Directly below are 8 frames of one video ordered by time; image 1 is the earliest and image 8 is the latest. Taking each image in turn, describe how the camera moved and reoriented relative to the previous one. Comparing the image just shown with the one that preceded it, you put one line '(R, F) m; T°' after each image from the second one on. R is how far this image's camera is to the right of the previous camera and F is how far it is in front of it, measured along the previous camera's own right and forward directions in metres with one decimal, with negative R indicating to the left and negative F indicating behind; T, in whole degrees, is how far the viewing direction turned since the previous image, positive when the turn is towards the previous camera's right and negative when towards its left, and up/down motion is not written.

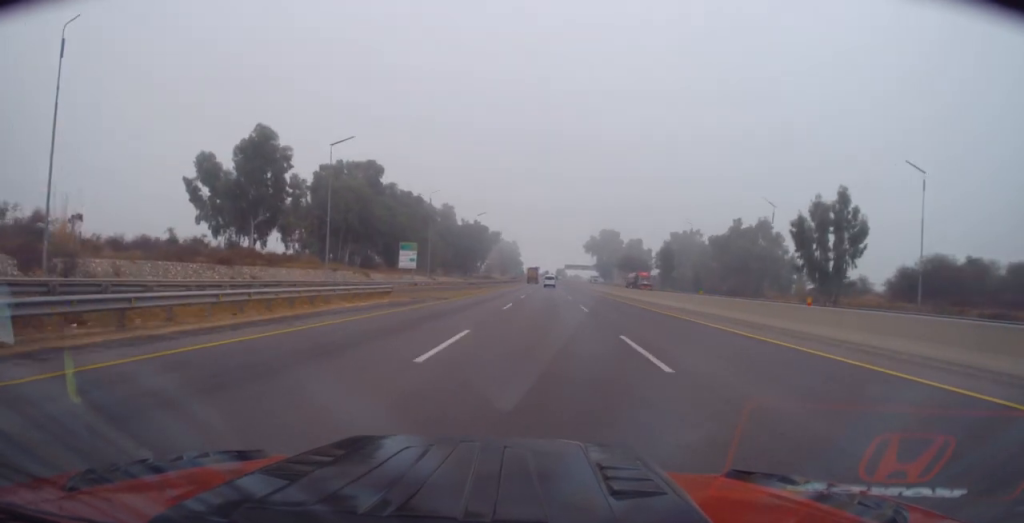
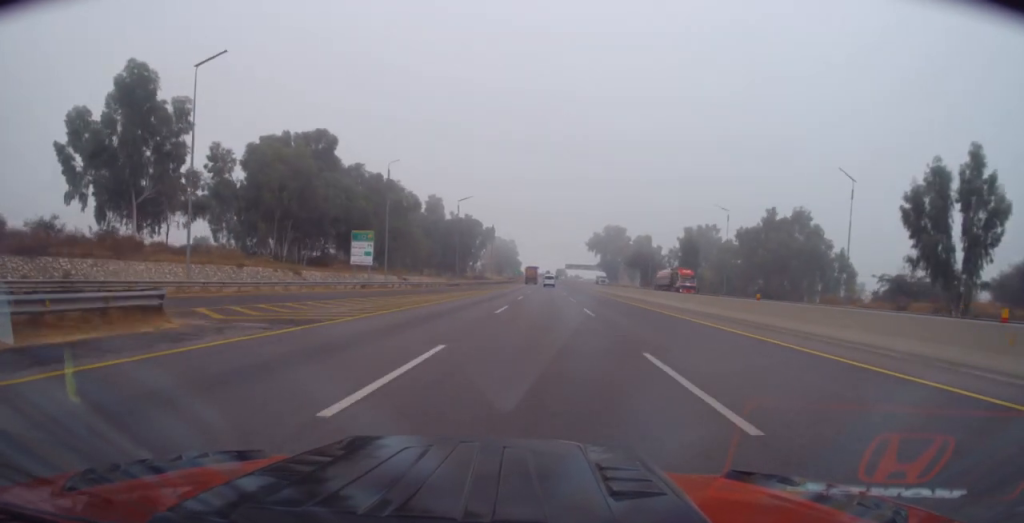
(0.0, +21.8) m; 0°
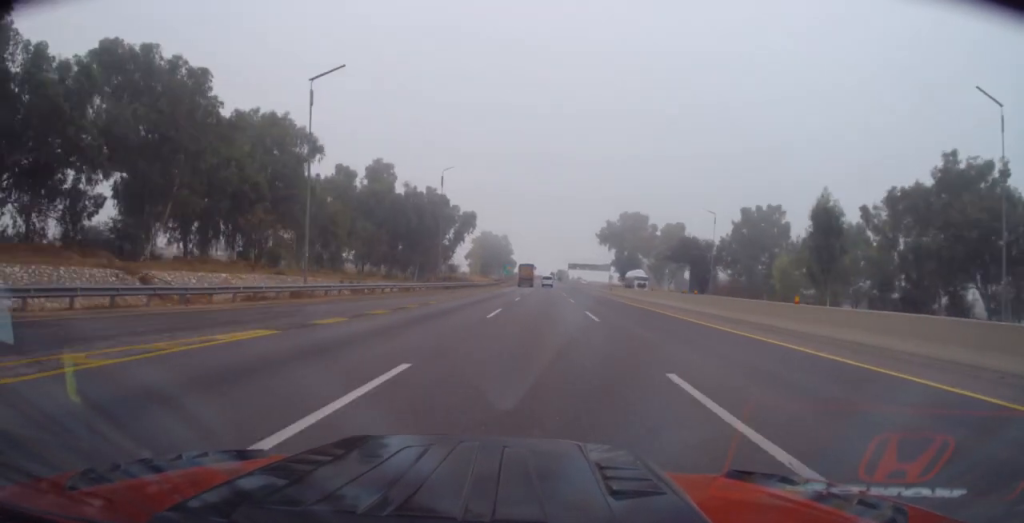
(-0.4, +56.2) m; 0°
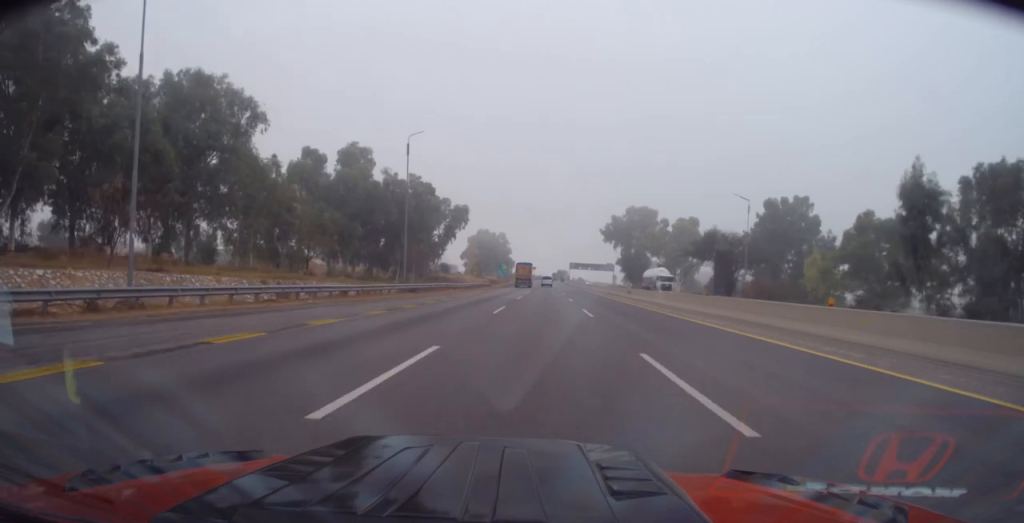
(0.0, +15.5) m; 0°
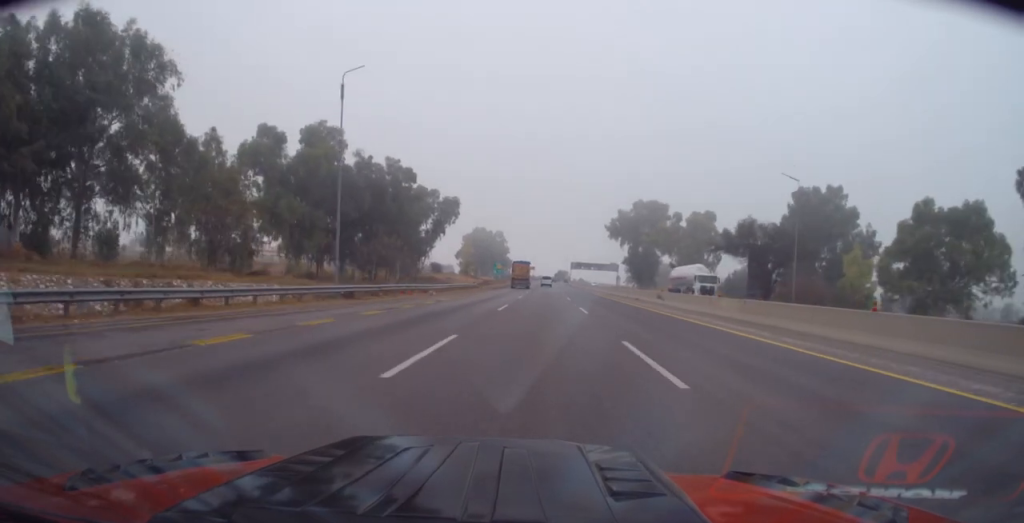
(+0.1, +16.3) m; 0°
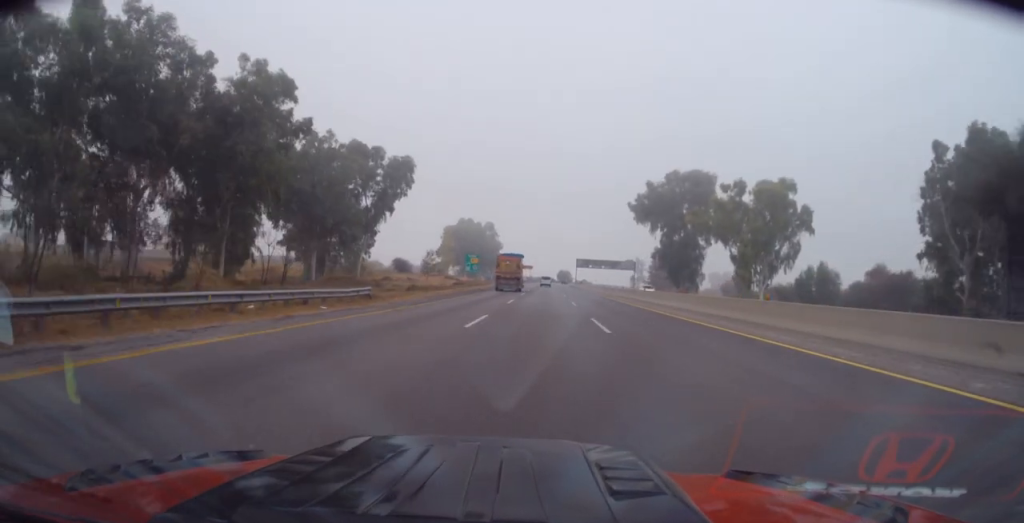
(0.0, +45.3) m; 0°
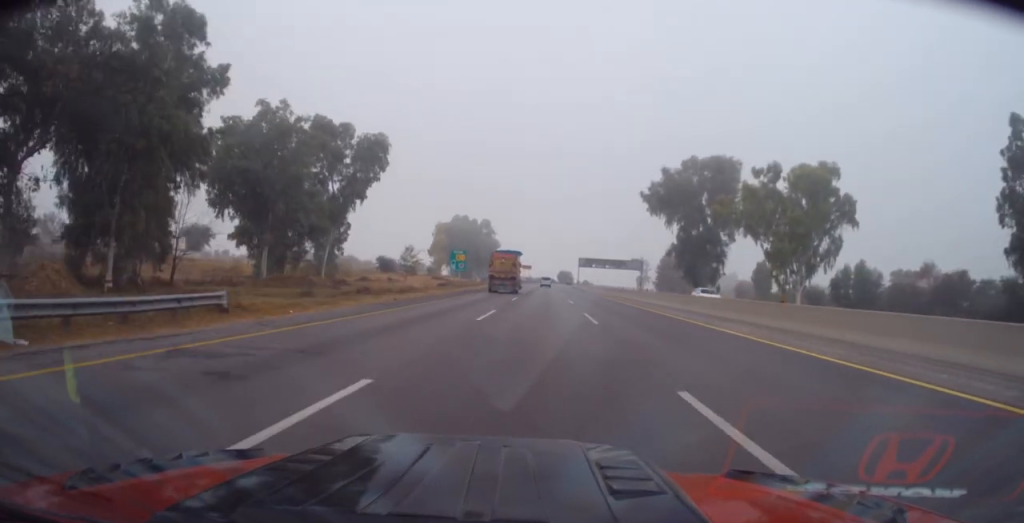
(-0.1, +14.5) m; 0°
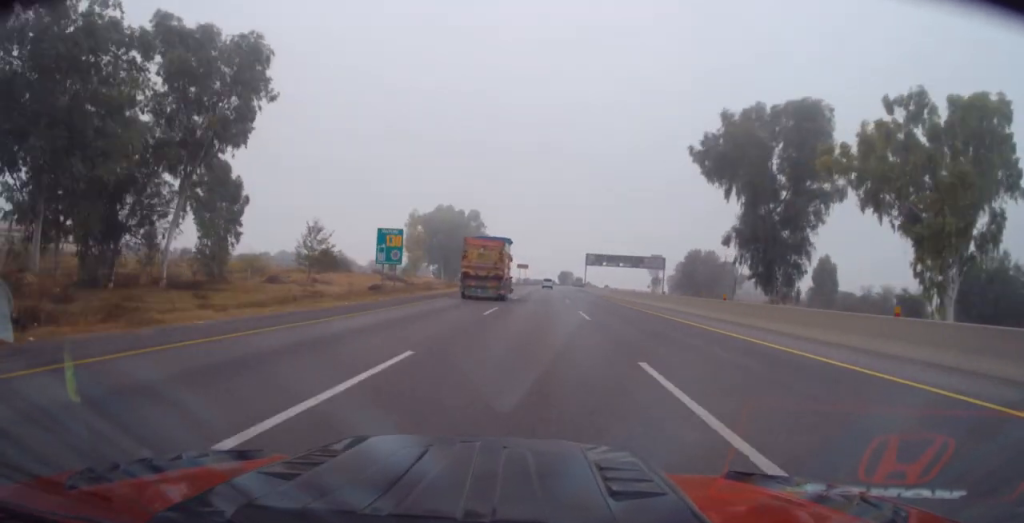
(+0.2, +33.0) m; 0°
